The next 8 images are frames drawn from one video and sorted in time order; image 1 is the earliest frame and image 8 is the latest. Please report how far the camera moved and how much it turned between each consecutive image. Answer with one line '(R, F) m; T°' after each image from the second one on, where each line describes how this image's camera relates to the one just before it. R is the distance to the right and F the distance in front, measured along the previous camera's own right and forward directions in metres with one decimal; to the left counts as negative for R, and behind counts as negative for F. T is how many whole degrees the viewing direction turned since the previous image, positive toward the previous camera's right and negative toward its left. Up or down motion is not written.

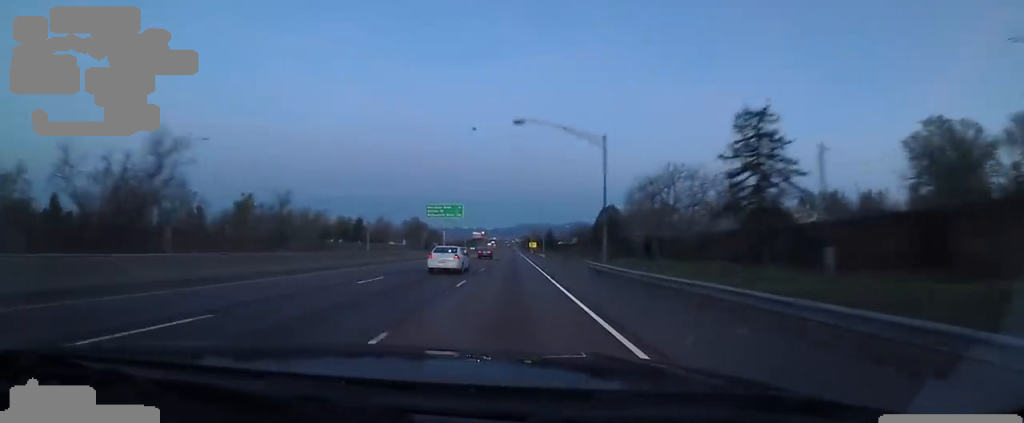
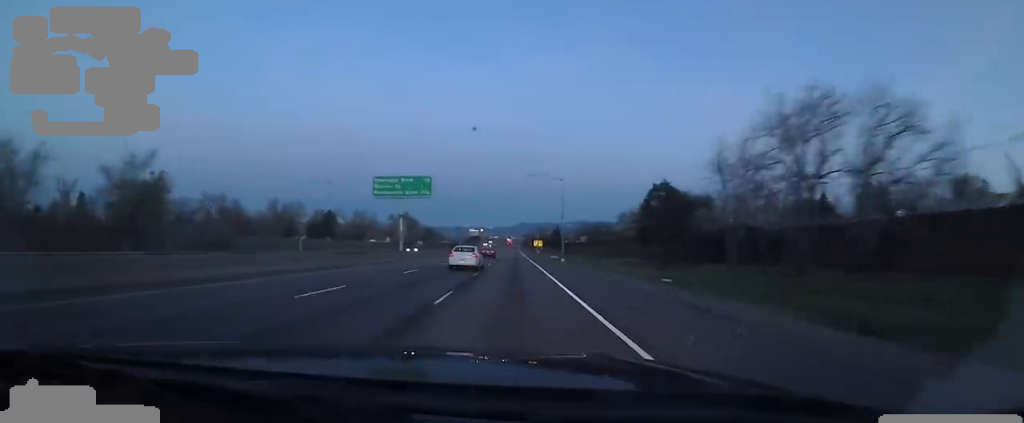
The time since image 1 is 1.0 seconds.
(0.0, +29.7) m; 0°
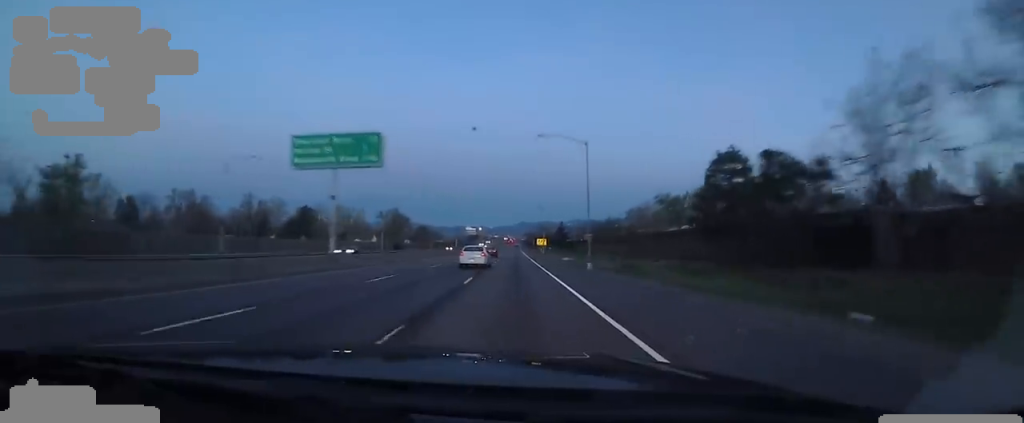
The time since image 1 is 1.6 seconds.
(0.0, +17.6) m; 0°
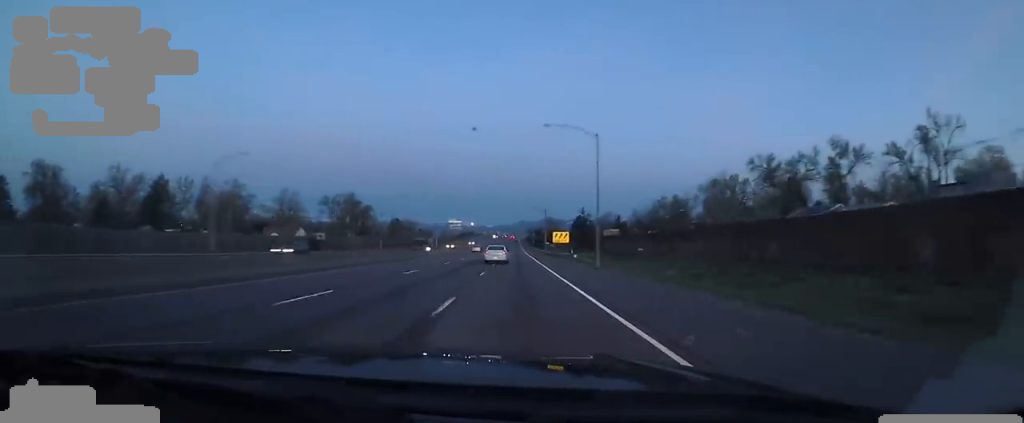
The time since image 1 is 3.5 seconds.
(0.0, +55.6) m; 0°
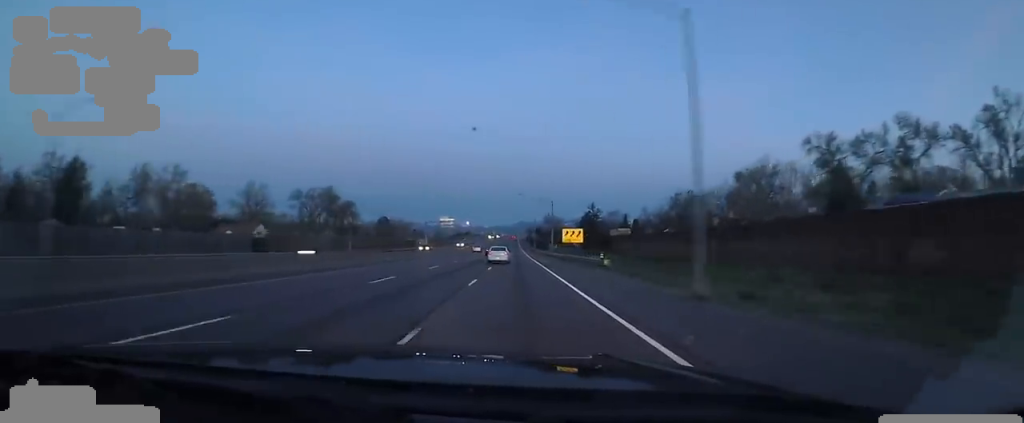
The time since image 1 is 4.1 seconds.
(0.0, +16.9) m; 0°
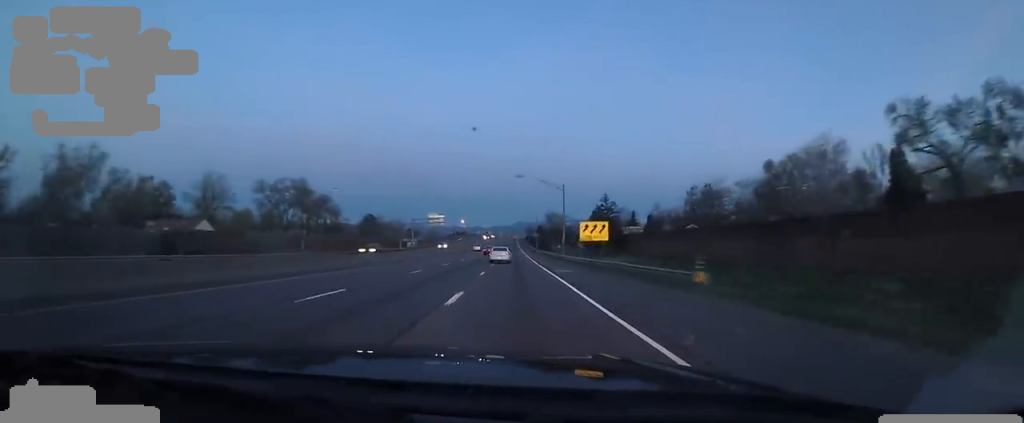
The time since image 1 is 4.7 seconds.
(0.0, +17.0) m; 0°
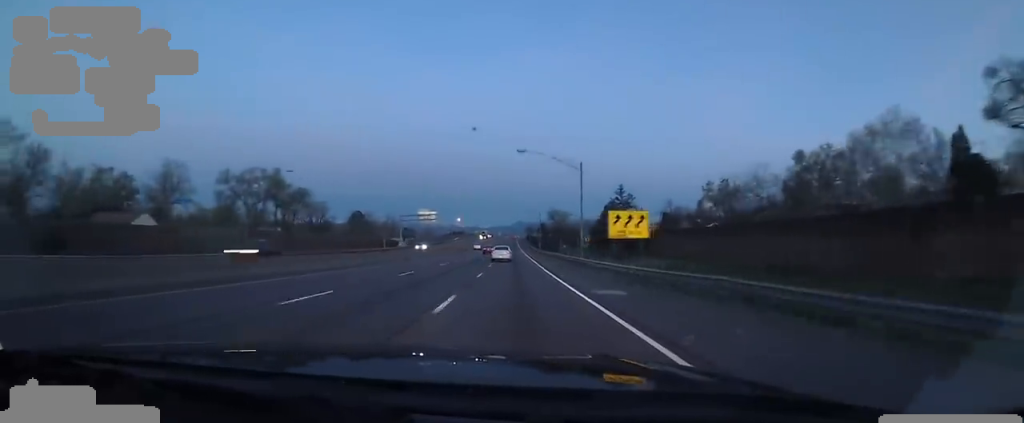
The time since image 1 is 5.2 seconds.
(0.0, +13.3) m; 0°
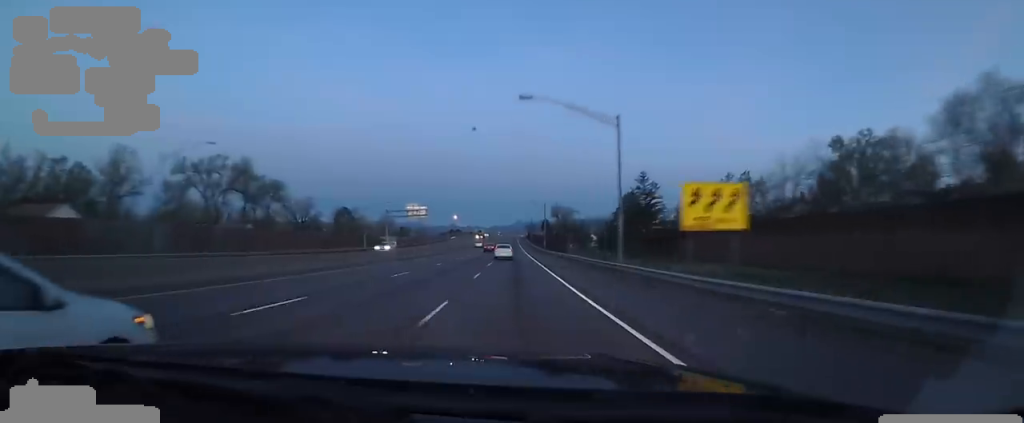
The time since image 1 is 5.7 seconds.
(0.0, +13.4) m; 0°
